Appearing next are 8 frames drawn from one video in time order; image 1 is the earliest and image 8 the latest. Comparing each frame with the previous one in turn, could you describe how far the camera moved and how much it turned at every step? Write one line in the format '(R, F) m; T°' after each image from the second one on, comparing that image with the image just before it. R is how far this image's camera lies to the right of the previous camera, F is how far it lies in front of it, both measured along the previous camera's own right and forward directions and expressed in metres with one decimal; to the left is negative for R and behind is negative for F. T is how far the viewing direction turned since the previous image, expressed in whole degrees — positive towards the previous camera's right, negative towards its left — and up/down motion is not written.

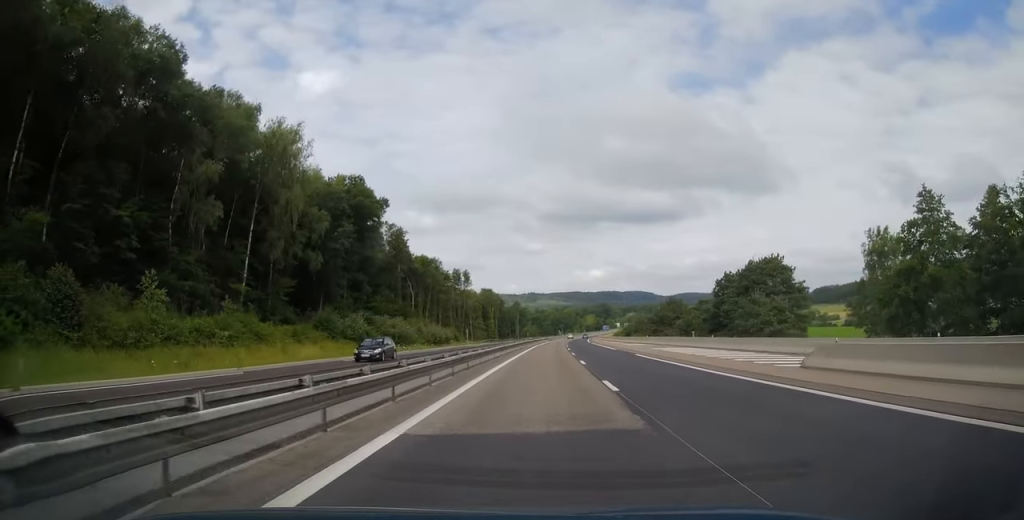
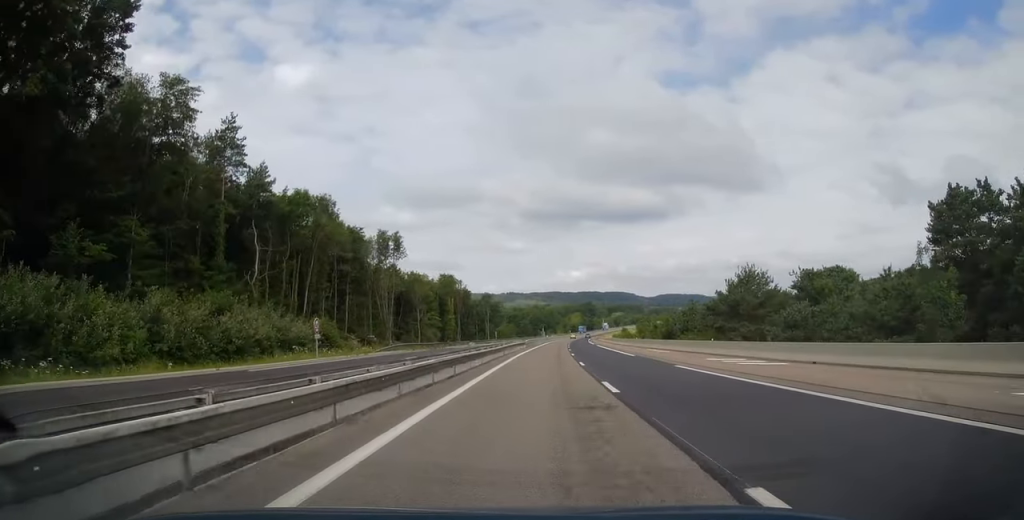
(+1.1, +63.3) m; +2°
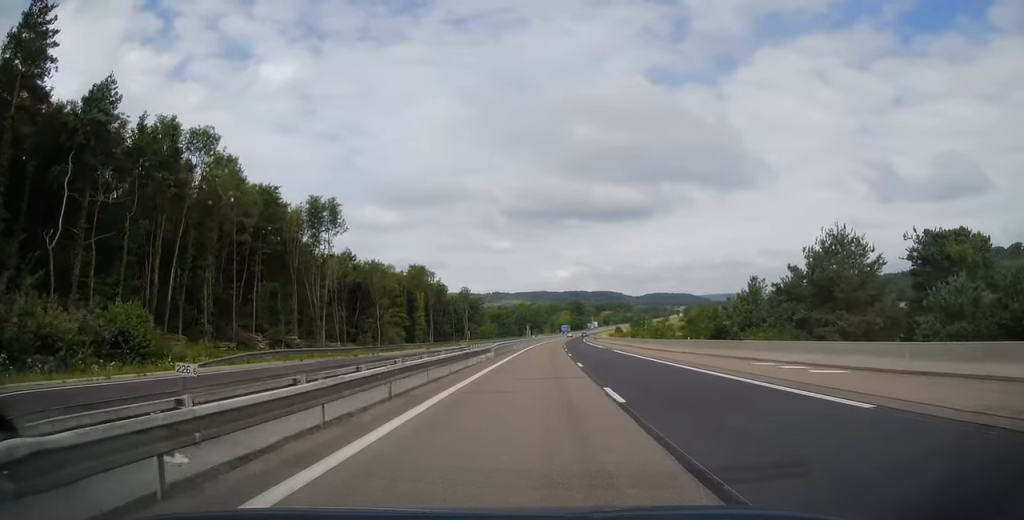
(+0.4, +28.0) m; +2°
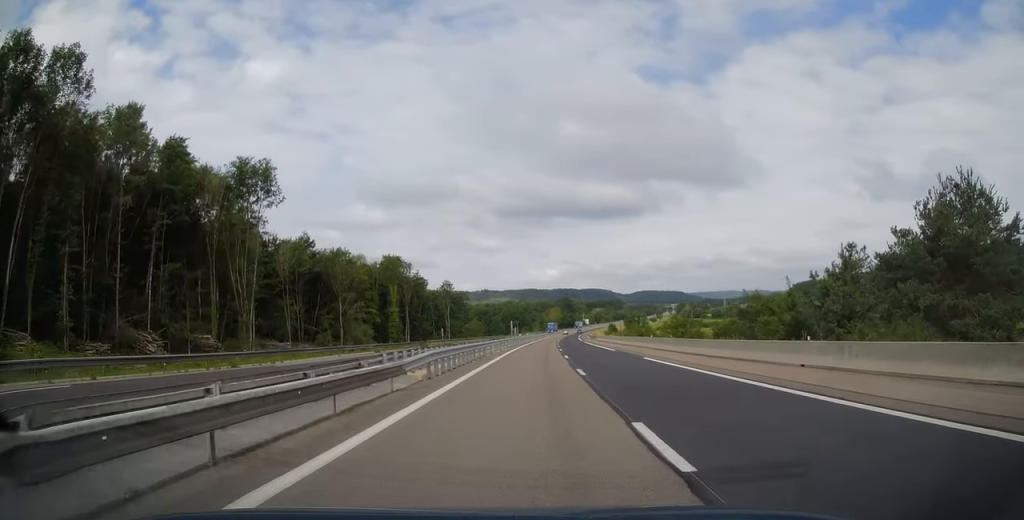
(+0.1, +18.6) m; +1°
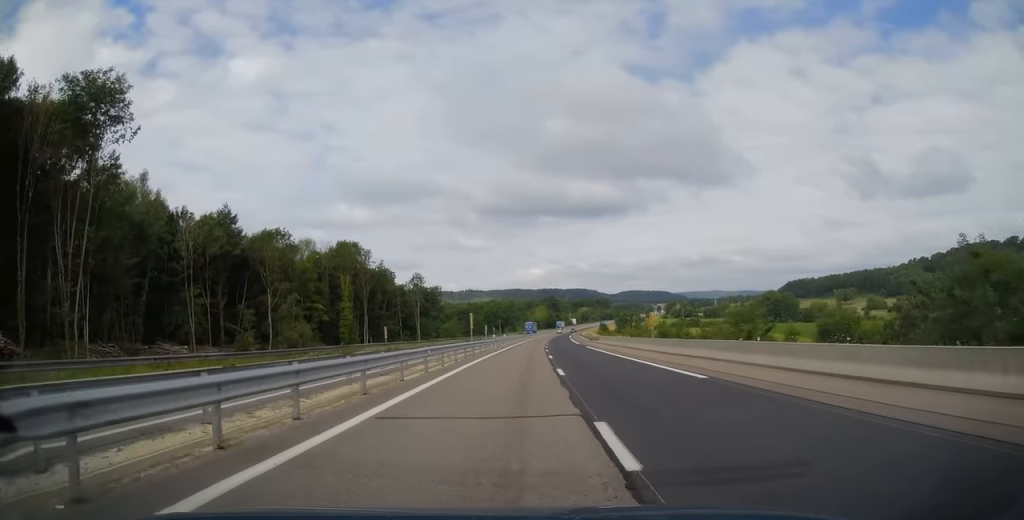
(+0.4, +25.5) m; +1°
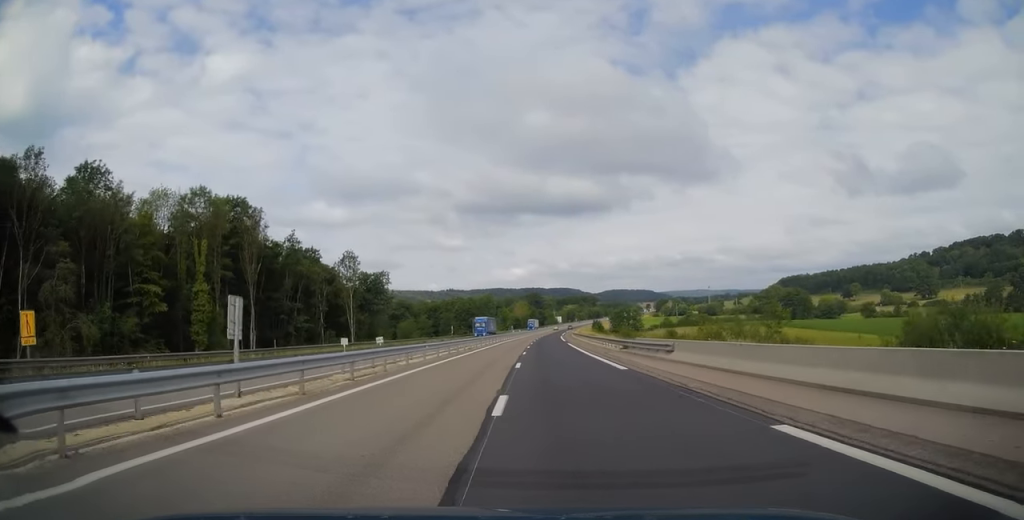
(+0.2, +47.4) m; +1°
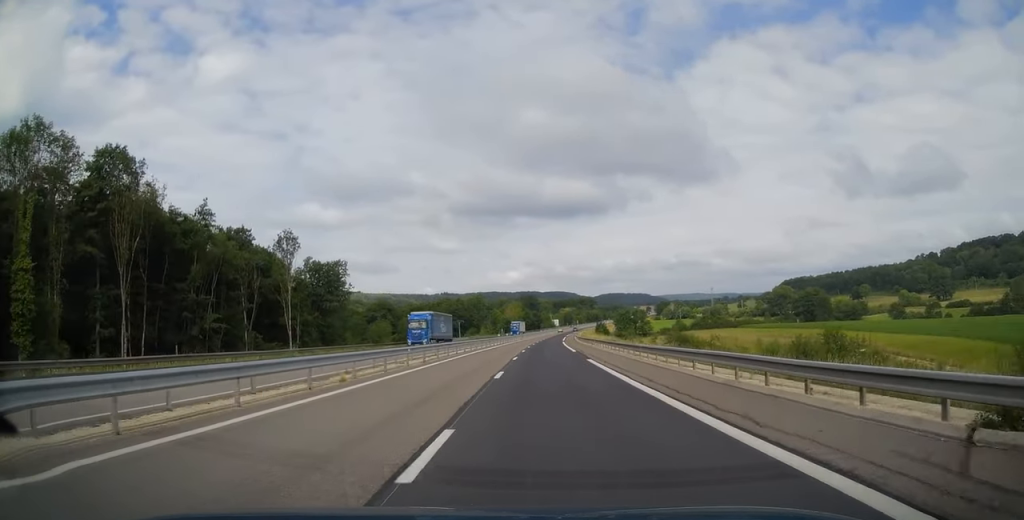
(+0.1, +29.8) m; +1°
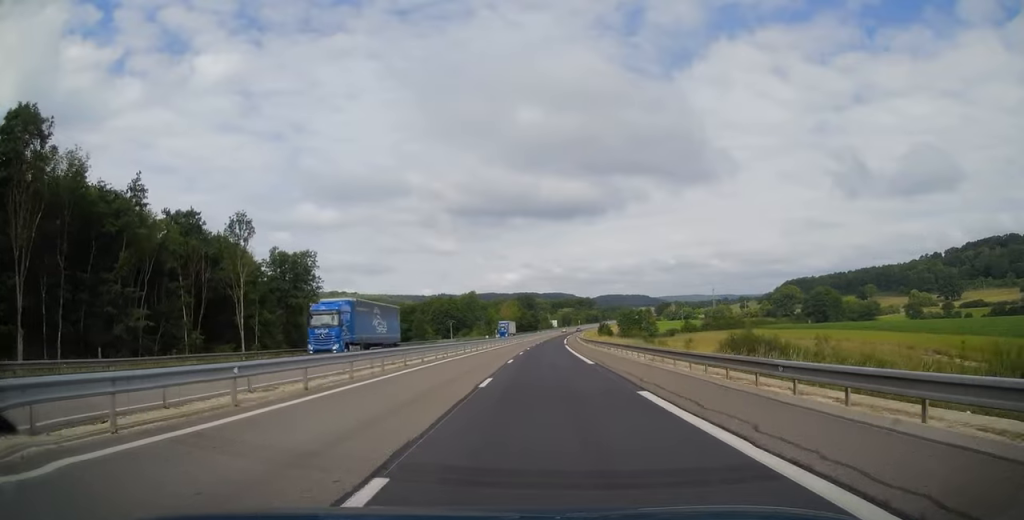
(+0.2, +15.7) m; +1°
